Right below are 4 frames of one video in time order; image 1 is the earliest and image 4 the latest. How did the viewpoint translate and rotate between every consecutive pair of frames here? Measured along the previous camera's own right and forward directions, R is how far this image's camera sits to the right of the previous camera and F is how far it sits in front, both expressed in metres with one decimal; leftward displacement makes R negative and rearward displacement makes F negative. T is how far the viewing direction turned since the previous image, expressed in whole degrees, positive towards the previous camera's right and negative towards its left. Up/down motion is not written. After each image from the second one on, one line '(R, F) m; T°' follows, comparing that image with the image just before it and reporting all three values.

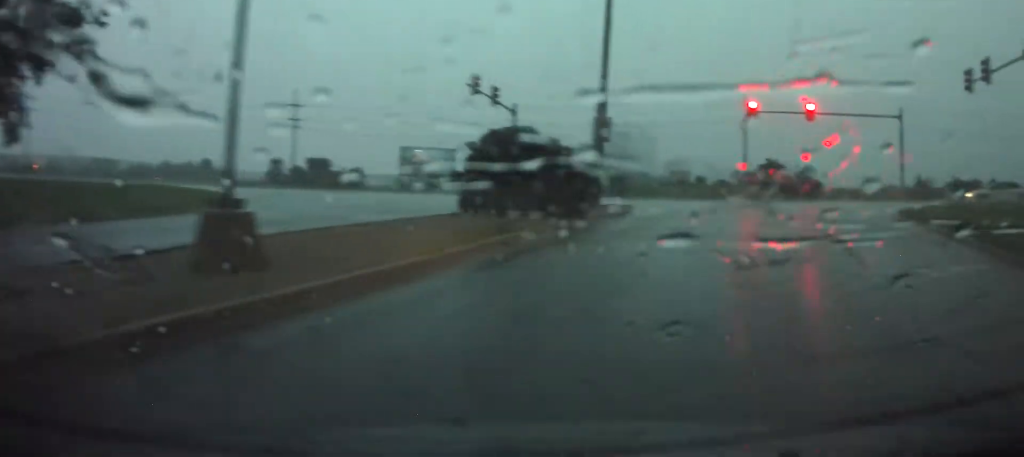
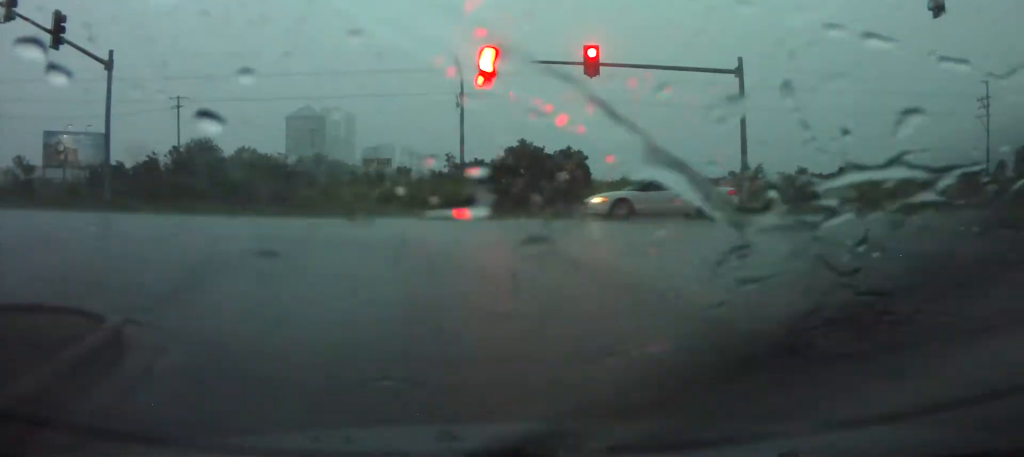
(+3.6, +20.6) m; +25°
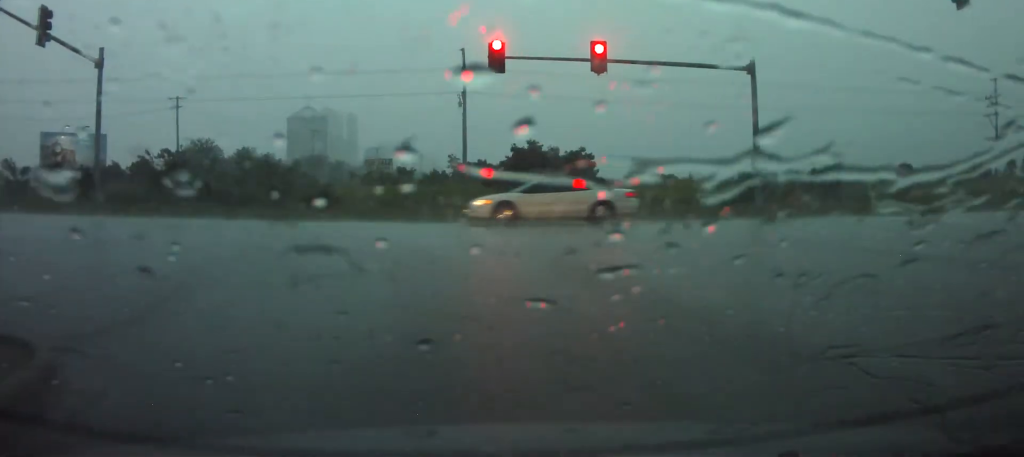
(0.0, +1.2) m; +1°
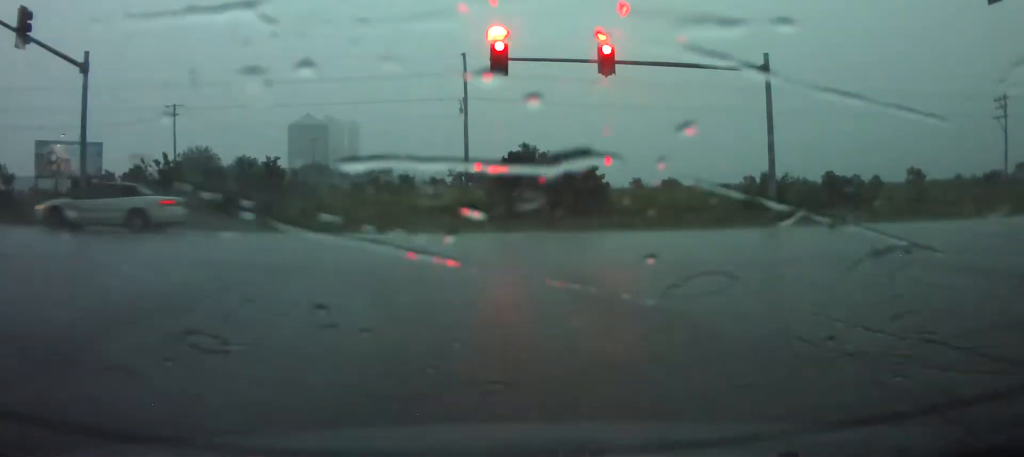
(+0.1, +1.8) m; 0°
